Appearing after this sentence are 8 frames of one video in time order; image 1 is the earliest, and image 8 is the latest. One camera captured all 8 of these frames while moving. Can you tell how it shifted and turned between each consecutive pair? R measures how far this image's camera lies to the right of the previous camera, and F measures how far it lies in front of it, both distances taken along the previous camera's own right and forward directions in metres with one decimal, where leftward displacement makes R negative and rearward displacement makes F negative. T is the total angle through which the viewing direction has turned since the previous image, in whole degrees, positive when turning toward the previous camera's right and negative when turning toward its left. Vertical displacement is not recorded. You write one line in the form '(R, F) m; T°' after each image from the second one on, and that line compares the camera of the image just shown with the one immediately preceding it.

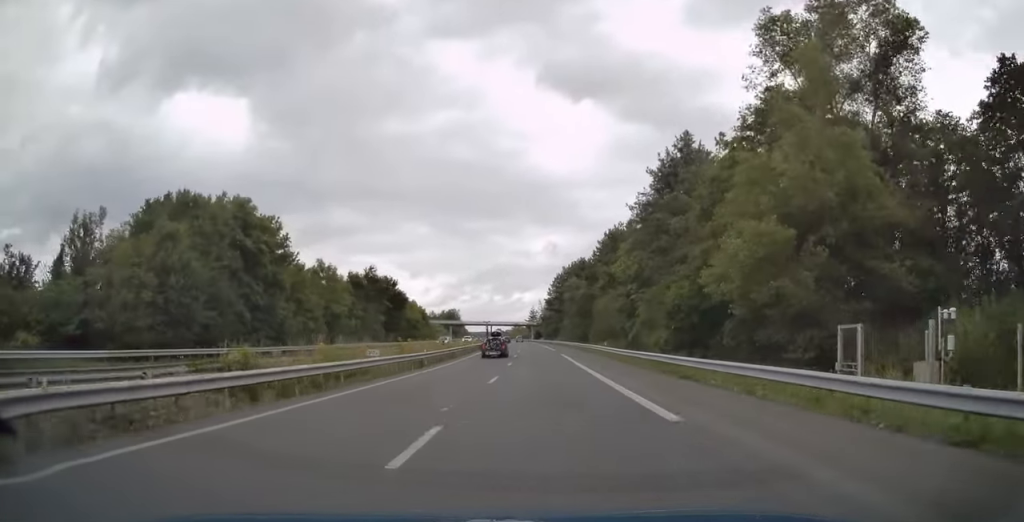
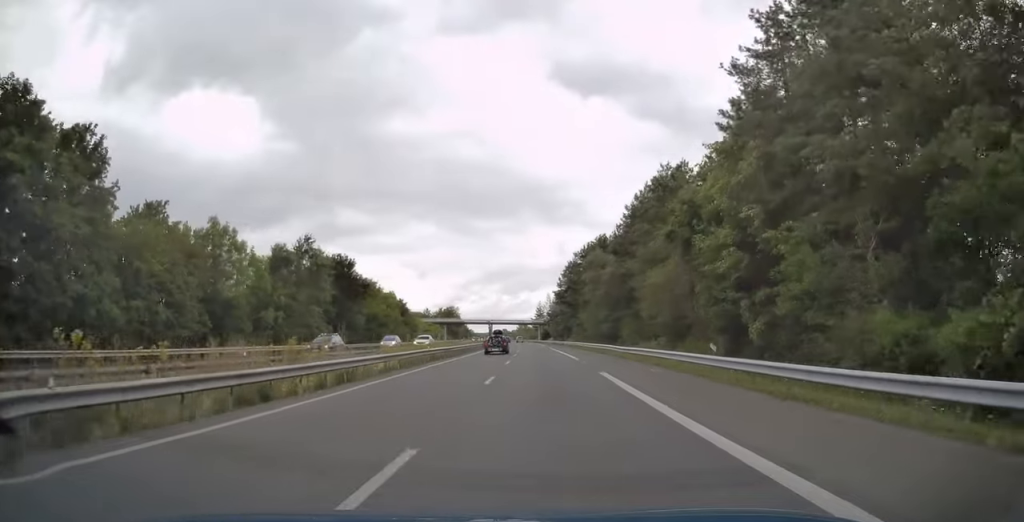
(-0.3, +28.0) m; -1°
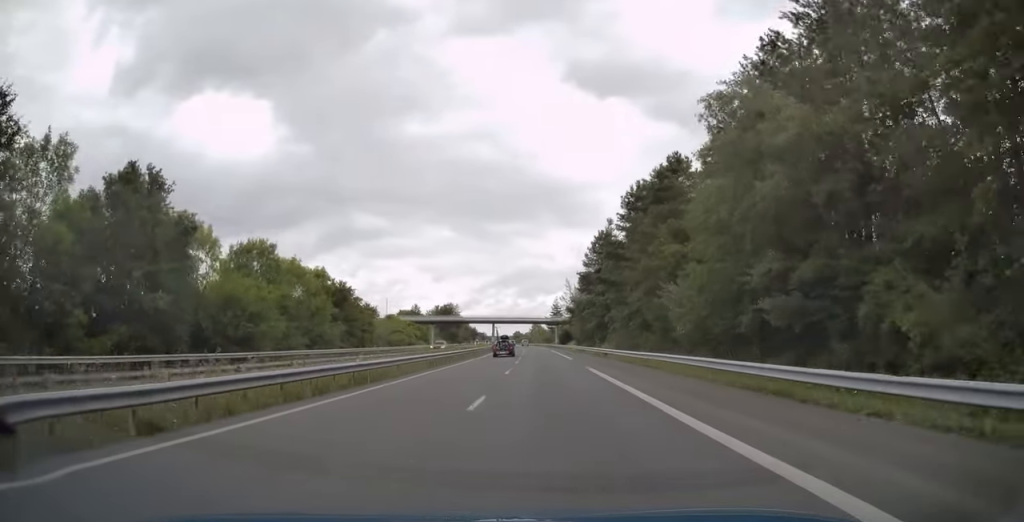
(-0.4, +44.1) m; -1°
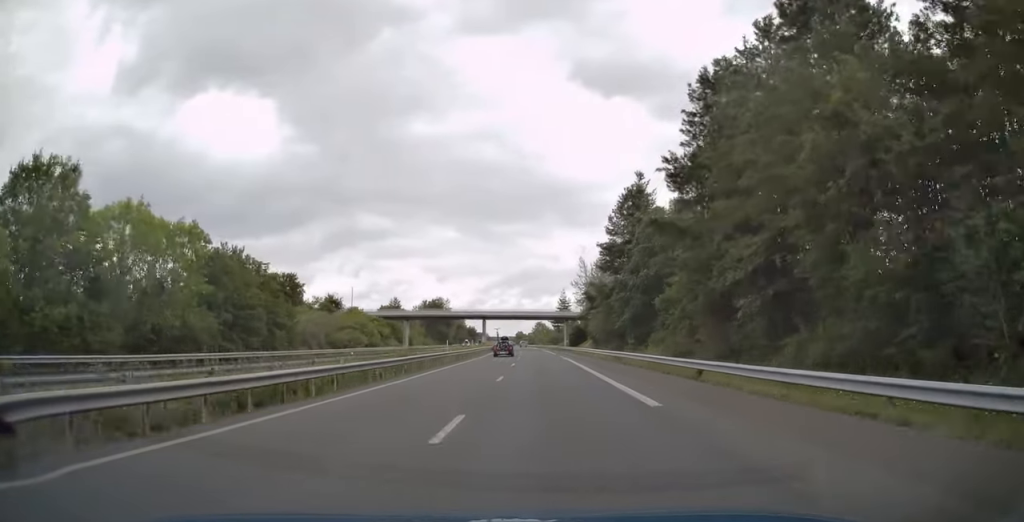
(-0.1, +29.6) m; -1°
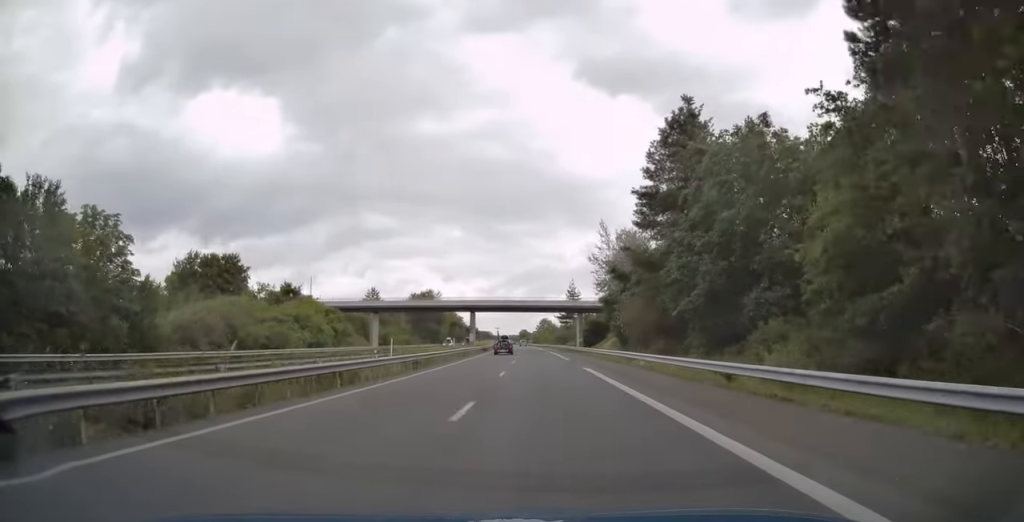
(-0.1, +23.6) m; -1°
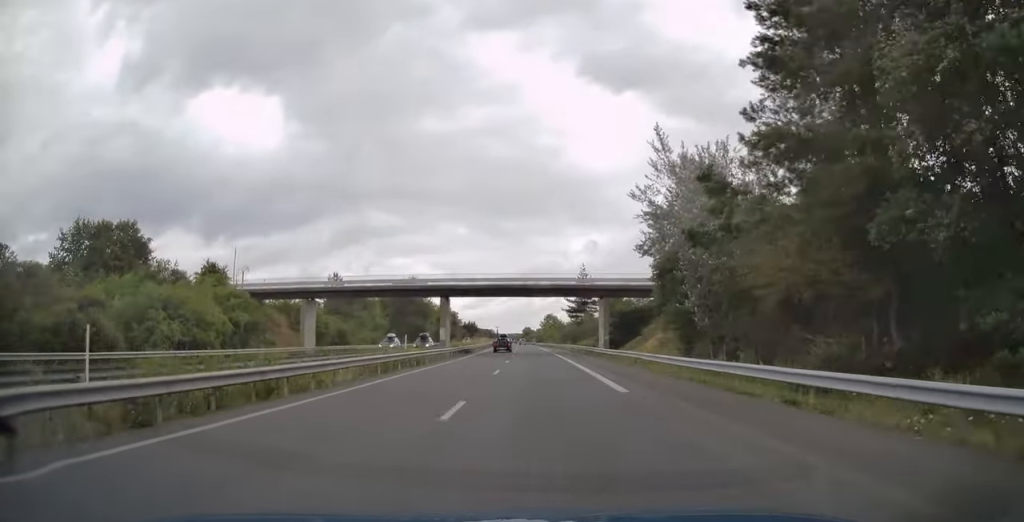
(-0.3, +25.8) m; -1°
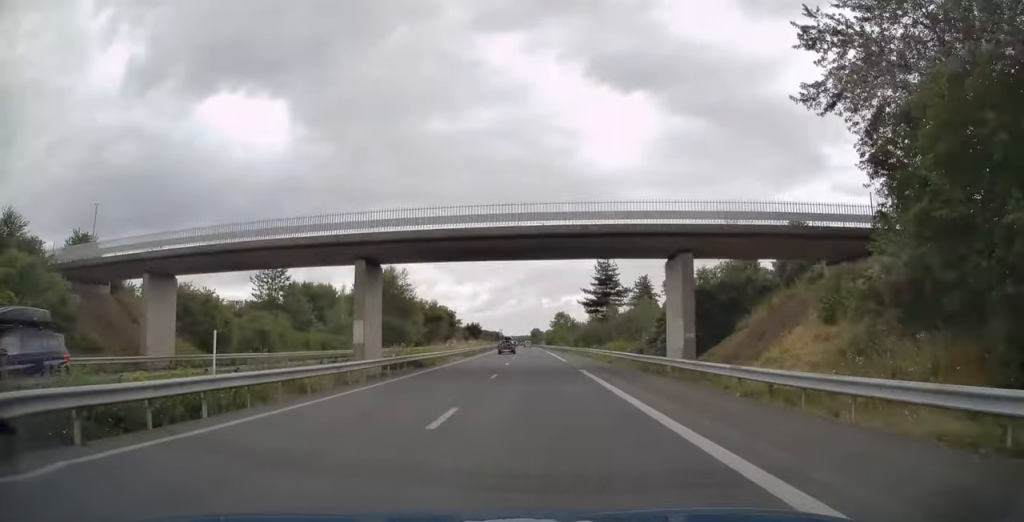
(-0.1, +26.4) m; -1°
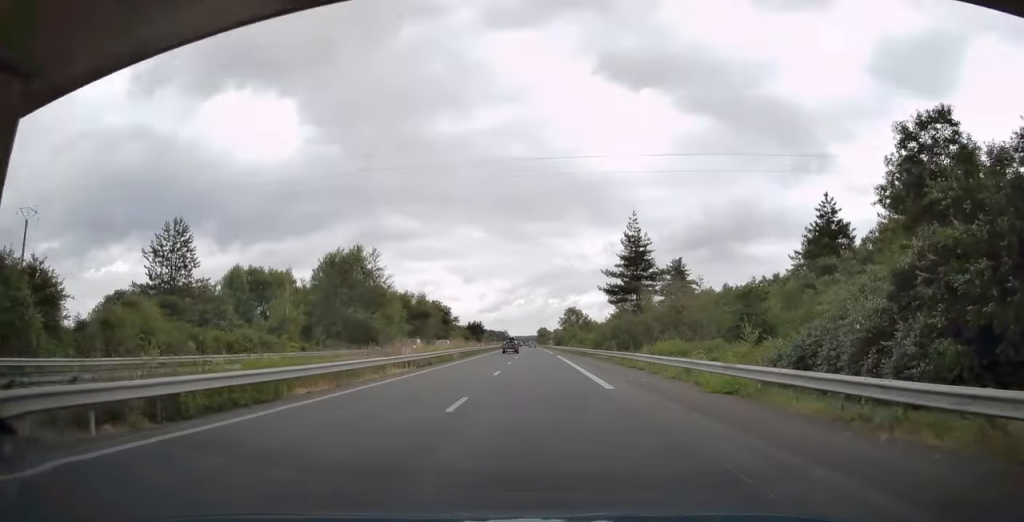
(-0.1, +23.6) m; -1°
